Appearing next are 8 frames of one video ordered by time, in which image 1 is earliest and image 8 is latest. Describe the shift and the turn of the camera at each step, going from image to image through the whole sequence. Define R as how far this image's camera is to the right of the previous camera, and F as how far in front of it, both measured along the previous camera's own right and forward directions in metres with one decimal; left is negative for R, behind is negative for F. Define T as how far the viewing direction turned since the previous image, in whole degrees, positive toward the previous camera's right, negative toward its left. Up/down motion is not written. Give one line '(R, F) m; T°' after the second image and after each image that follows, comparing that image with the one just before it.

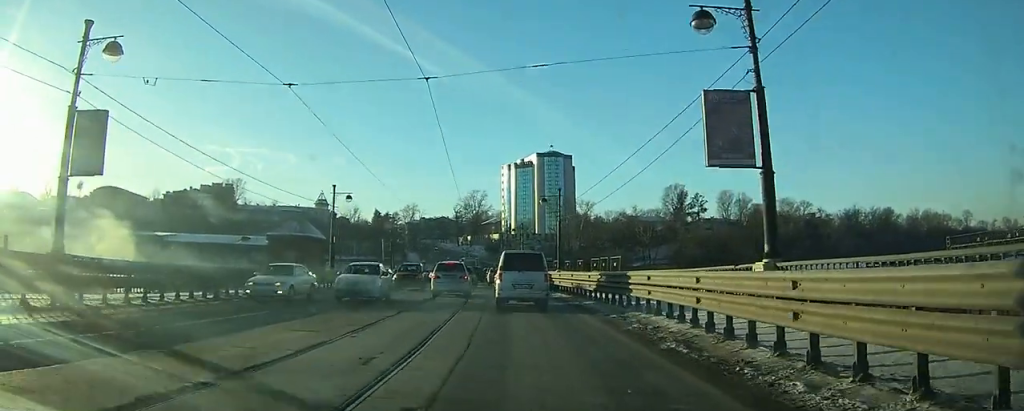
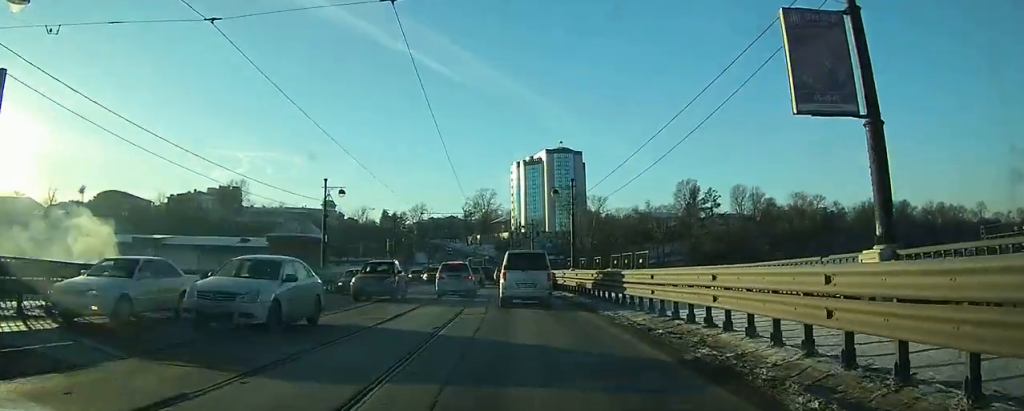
(-0.1, +4.6) m; -2°
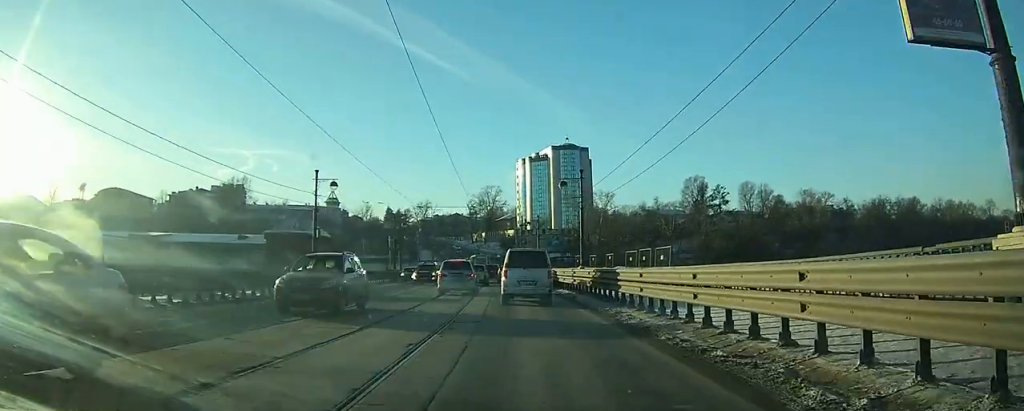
(-0.1, +3.3) m; -1°
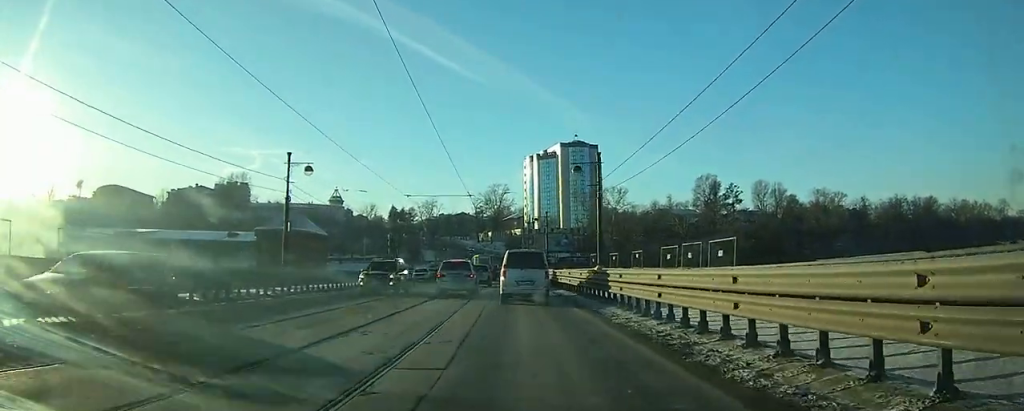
(-0.1, +6.6) m; -1°
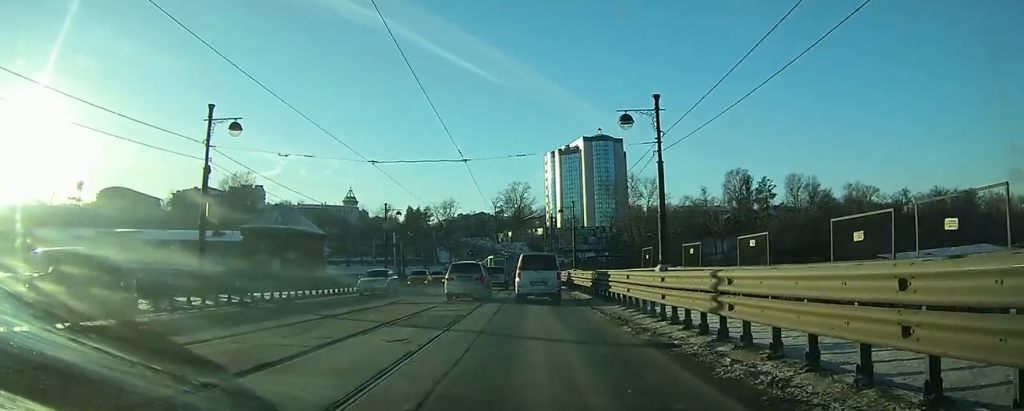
(0.0, +12.0) m; 0°
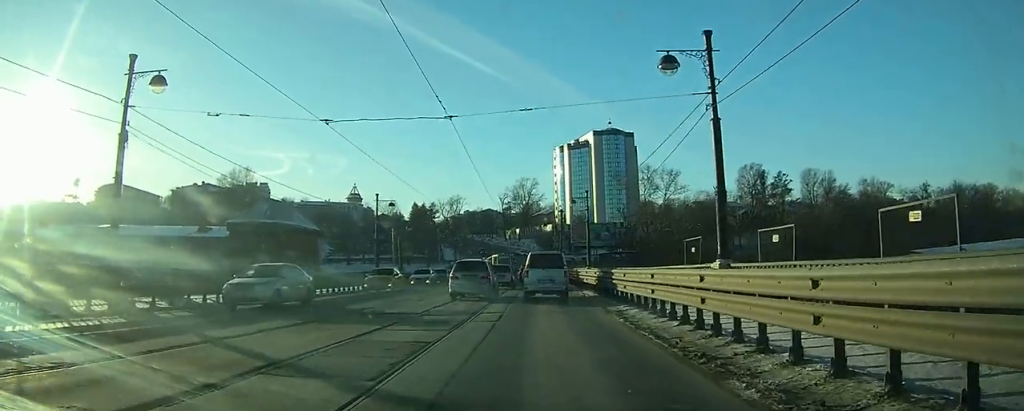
(0.0, +6.4) m; 0°
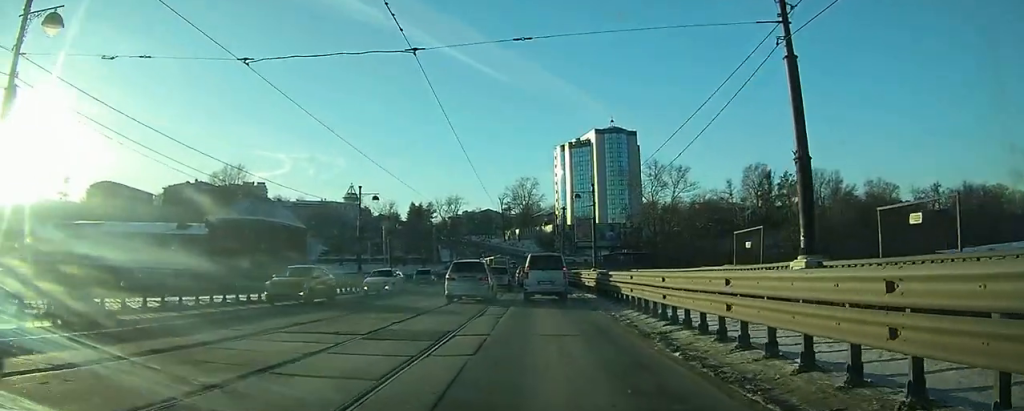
(0.0, +5.4) m; 0°
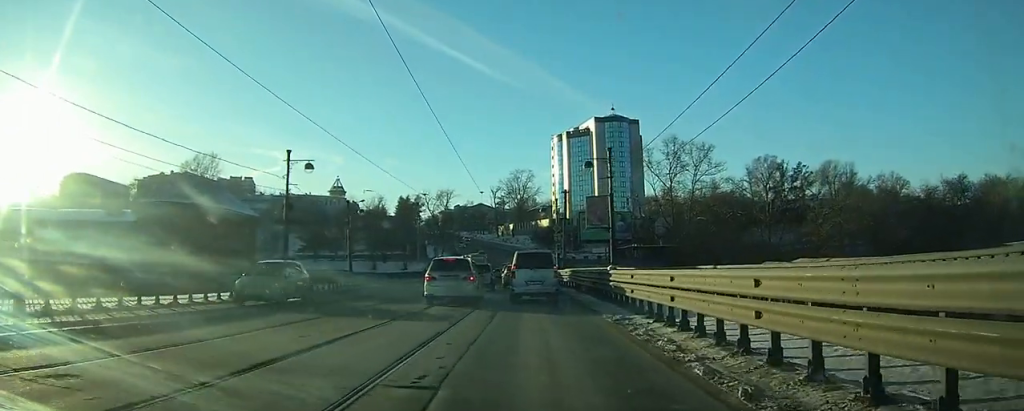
(+0.2, +13.7) m; +1°
